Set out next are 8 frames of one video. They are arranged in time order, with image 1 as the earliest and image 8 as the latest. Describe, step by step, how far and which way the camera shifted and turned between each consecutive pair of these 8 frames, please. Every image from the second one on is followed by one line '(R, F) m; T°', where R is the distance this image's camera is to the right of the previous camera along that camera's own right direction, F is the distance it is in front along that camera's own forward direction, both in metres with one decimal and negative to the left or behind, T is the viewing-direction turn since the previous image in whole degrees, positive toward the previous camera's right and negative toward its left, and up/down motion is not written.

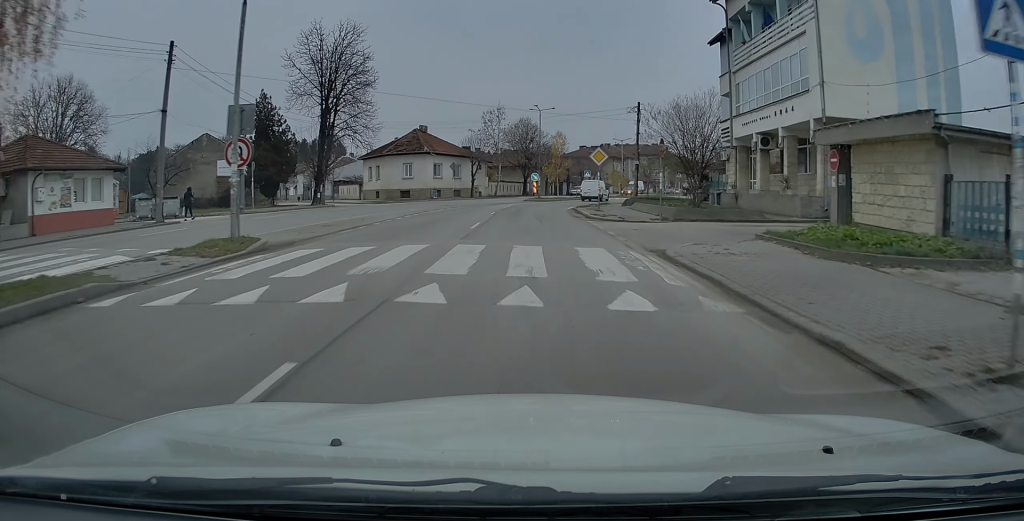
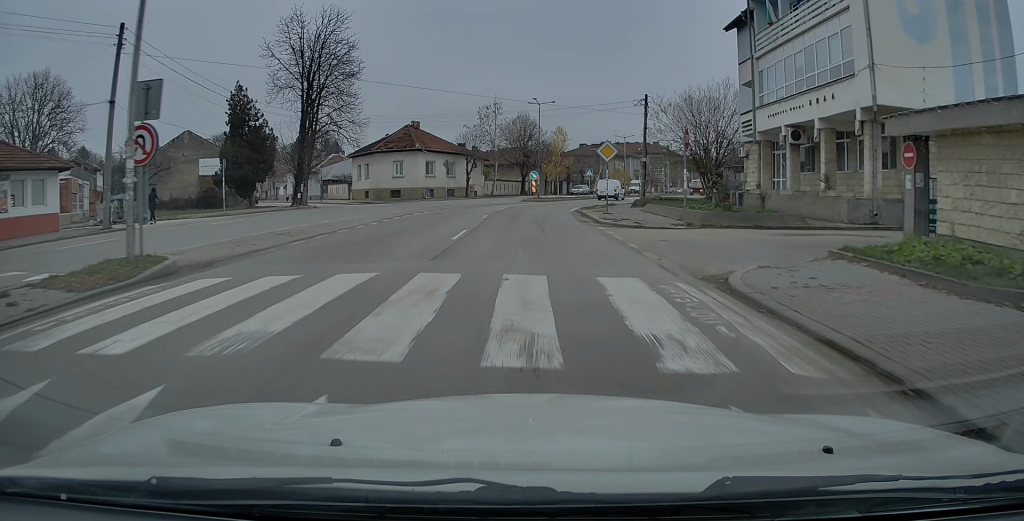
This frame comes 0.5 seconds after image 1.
(0.0, +4.4) m; 0°
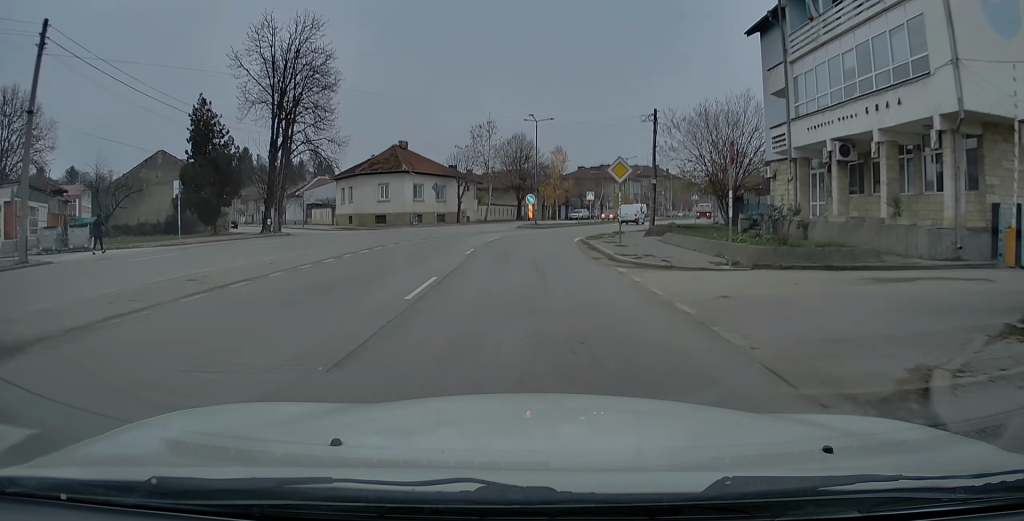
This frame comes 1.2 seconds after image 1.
(-0.1, +5.2) m; +1°
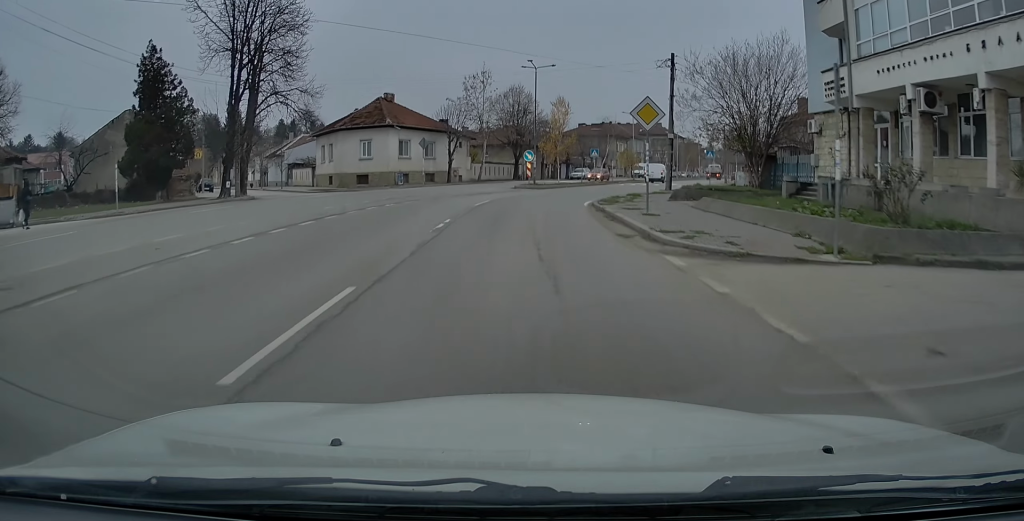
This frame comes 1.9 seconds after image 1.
(+0.1, +5.7) m; 0°
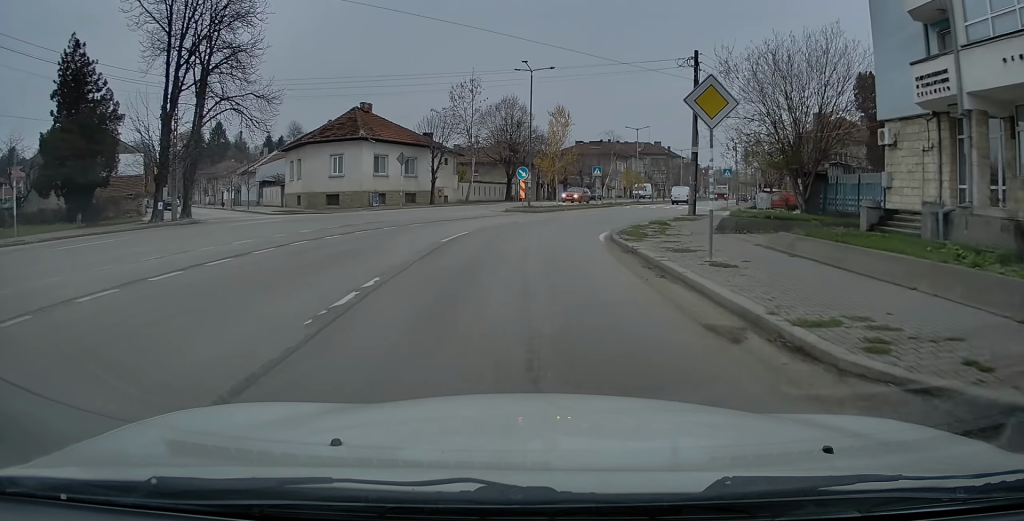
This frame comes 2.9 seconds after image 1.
(0.0, +6.7) m; 0°
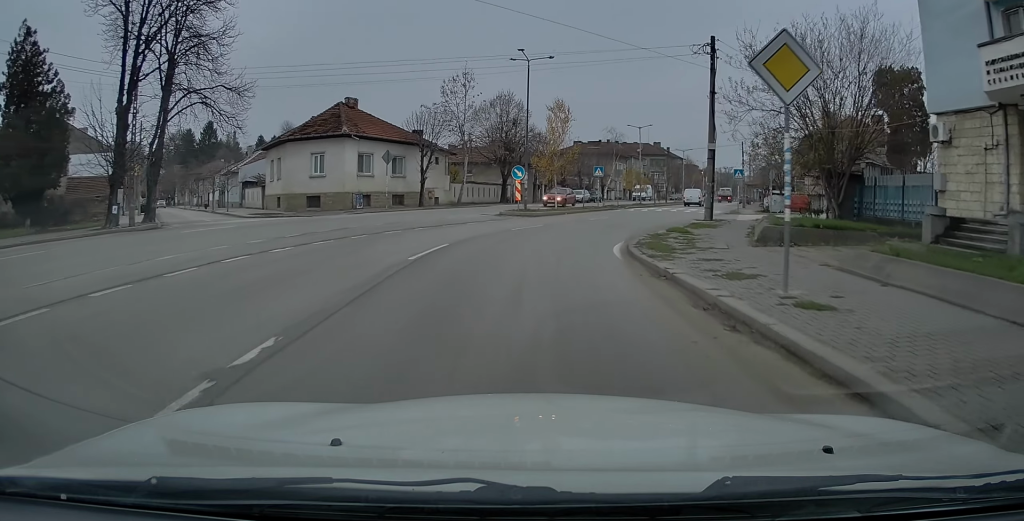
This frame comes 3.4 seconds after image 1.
(-0.1, +3.5) m; 0°
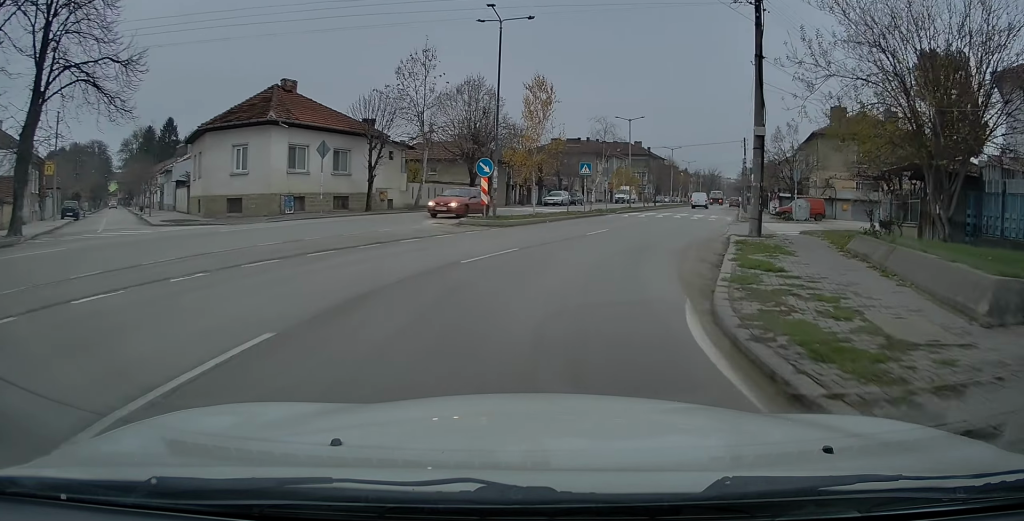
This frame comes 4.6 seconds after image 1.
(+0.3, +8.5) m; +5°
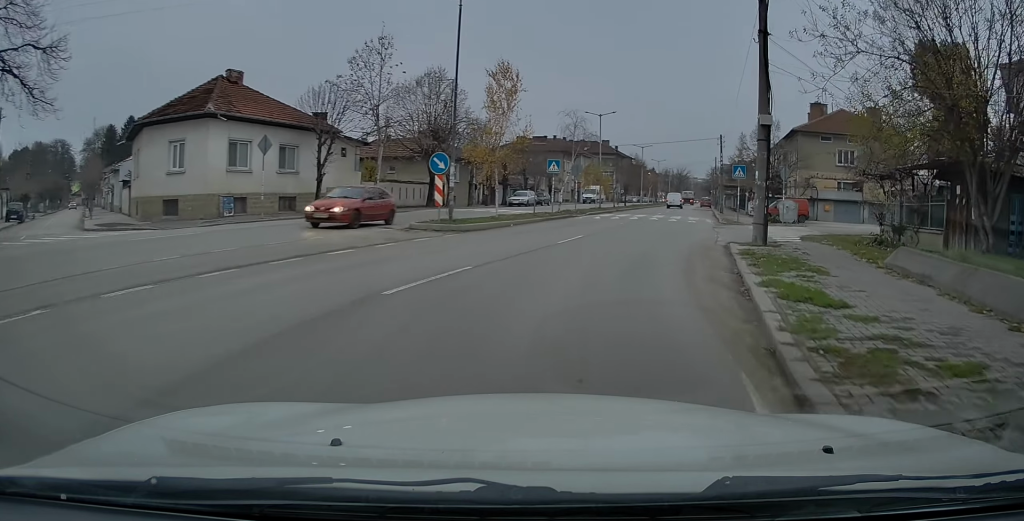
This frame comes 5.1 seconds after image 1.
(0.0, +3.2) m; +3°
